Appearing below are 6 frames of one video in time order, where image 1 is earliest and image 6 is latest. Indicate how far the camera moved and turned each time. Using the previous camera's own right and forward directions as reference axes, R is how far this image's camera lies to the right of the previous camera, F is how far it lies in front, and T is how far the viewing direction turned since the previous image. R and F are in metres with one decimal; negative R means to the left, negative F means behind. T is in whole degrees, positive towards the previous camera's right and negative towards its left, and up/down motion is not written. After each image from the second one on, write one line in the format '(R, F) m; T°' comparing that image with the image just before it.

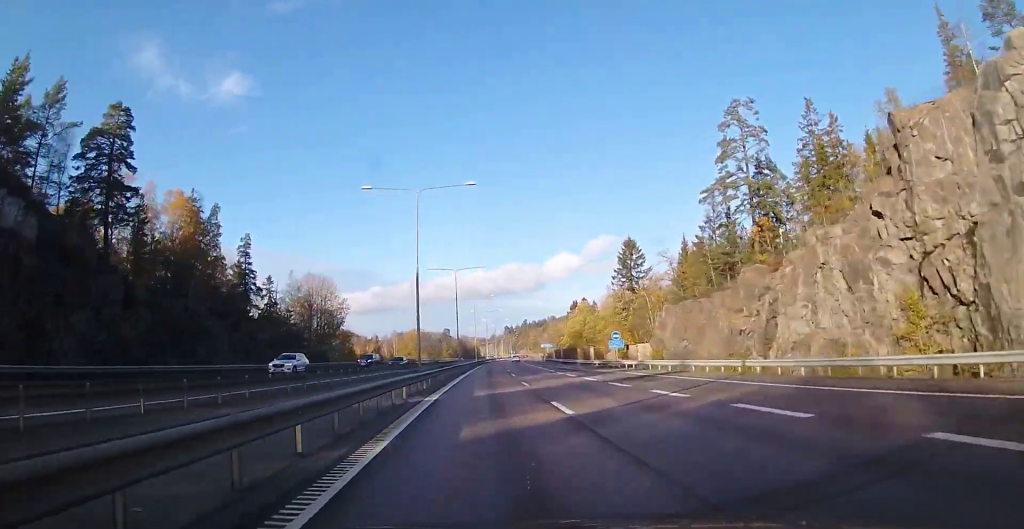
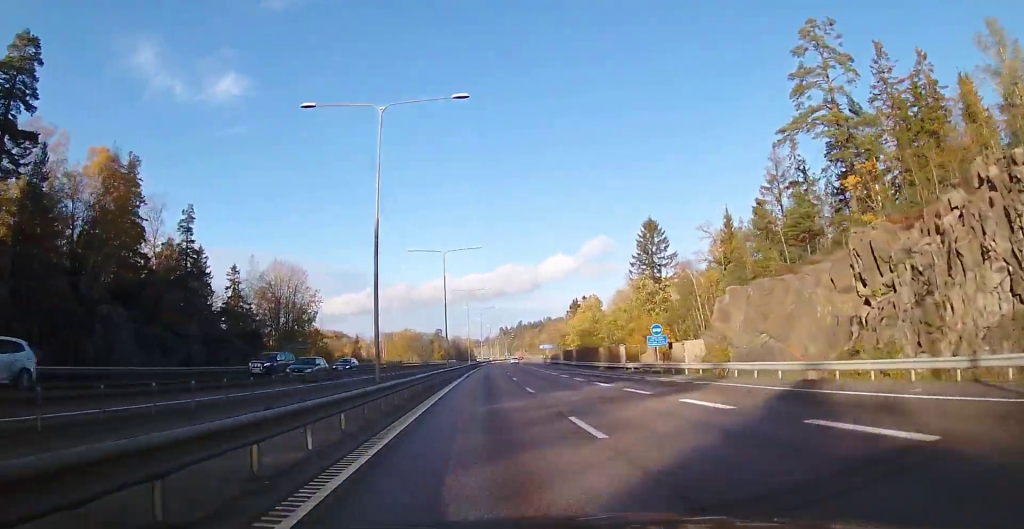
(0.0, +15.5) m; 0°
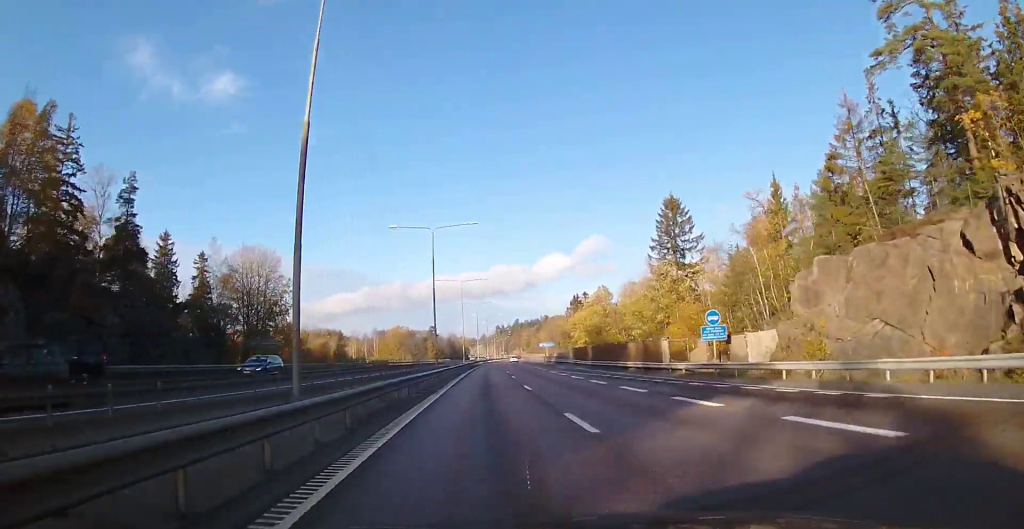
(+0.1, +11.6) m; 0°
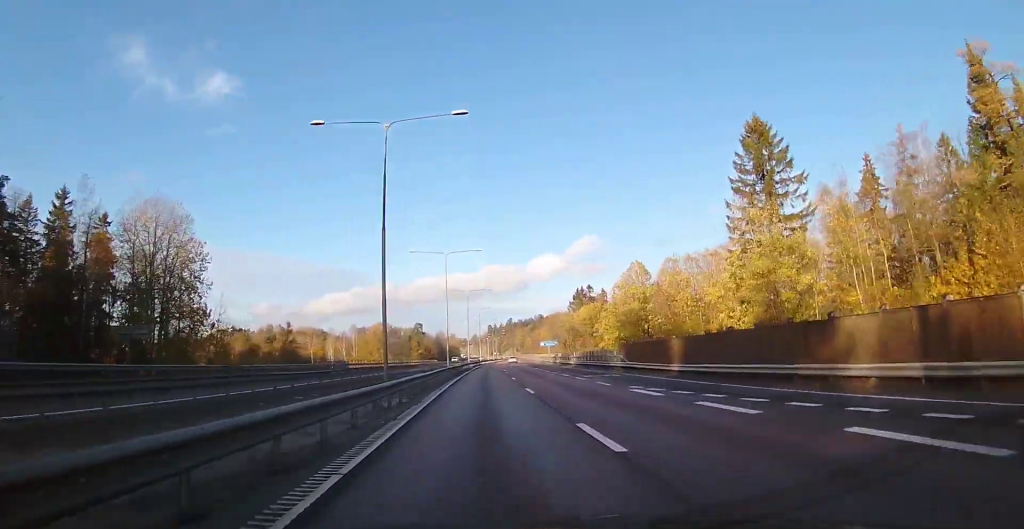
(0.0, +26.1) m; +1°
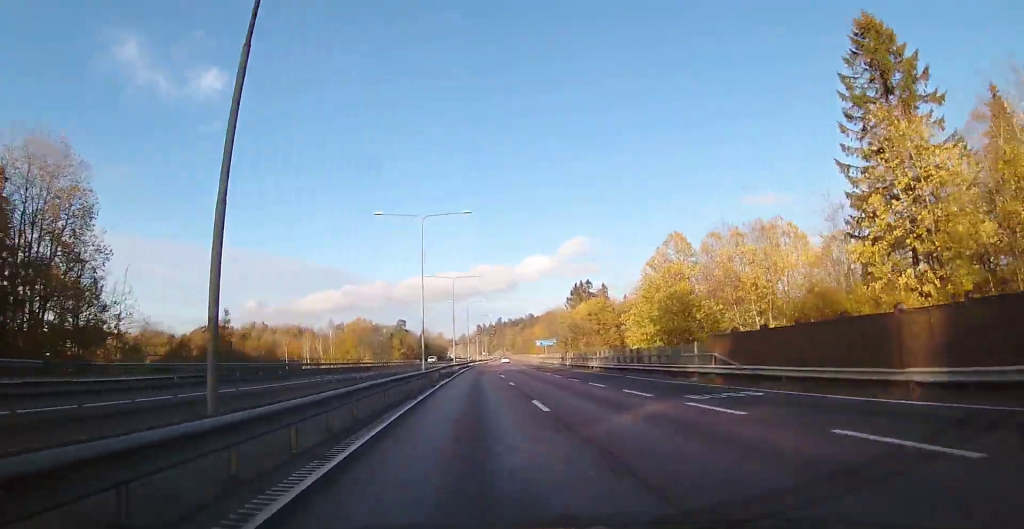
(+0.1, +18.3) m; +1°
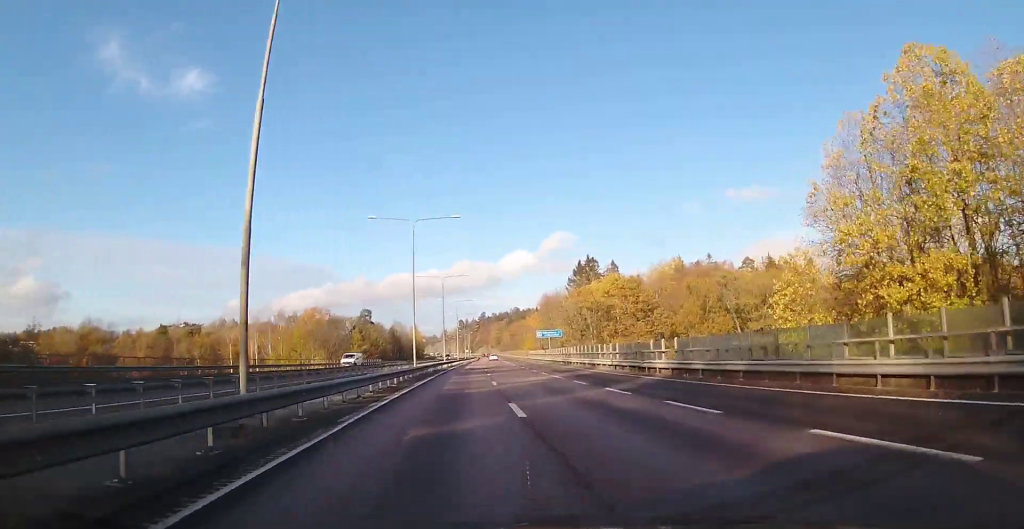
(+1.0, +36.7) m; +1°
